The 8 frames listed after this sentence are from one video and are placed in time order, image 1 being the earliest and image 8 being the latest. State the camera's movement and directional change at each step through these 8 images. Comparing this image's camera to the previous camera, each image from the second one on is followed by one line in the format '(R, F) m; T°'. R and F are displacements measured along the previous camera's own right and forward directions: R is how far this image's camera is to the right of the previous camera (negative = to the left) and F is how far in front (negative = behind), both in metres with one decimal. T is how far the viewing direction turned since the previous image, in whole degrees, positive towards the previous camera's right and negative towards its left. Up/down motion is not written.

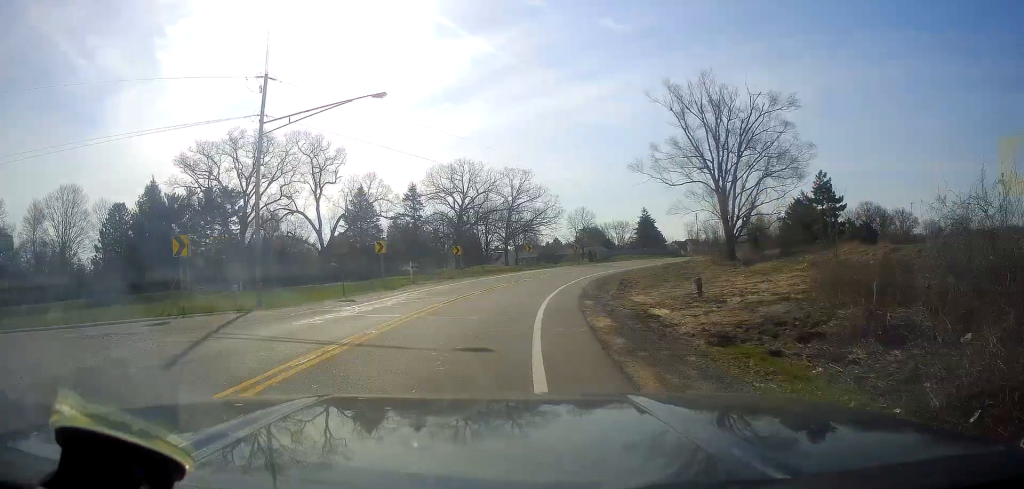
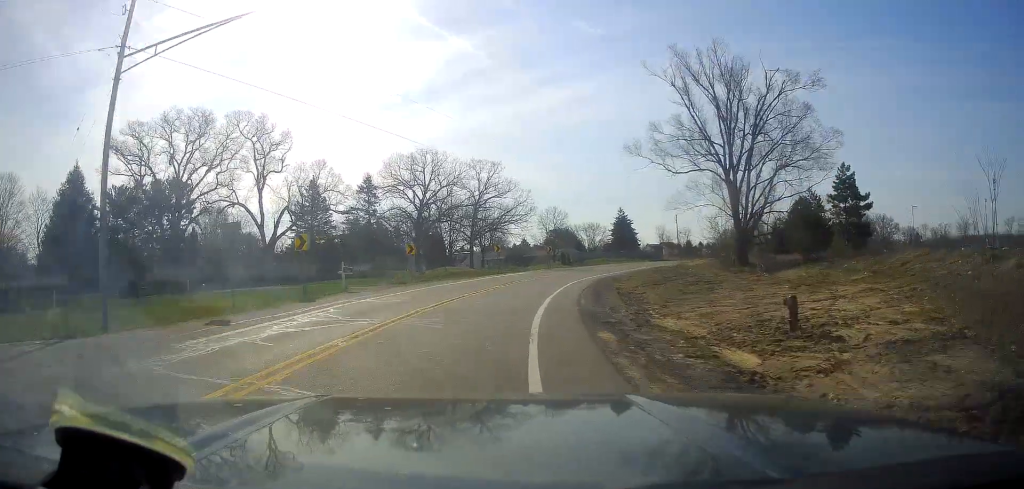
(+0.1, +9.5) m; +5°
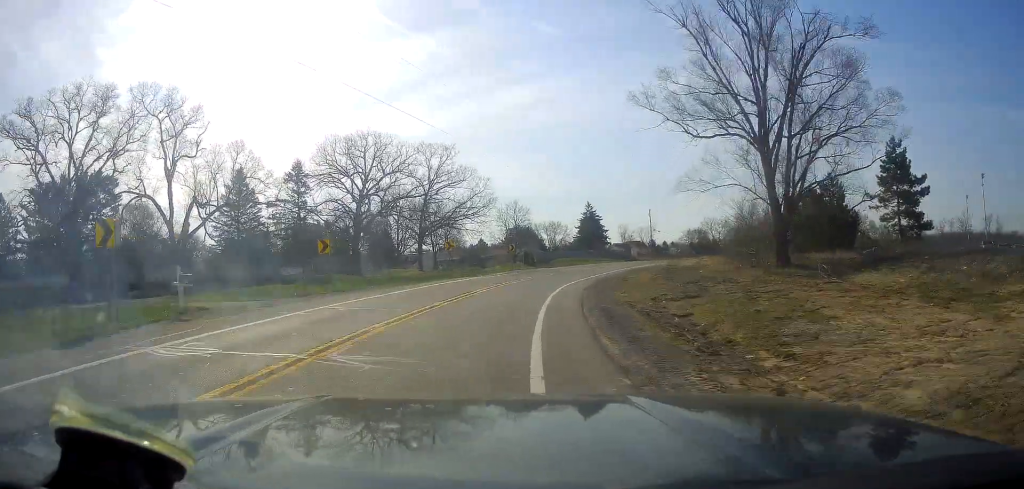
(+1.4, +12.4) m; +5°
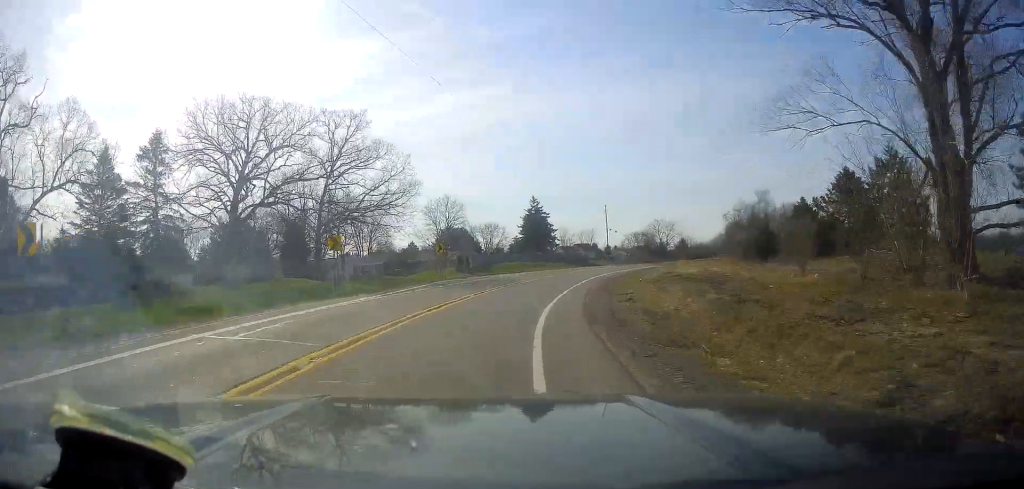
(+0.1, +18.5) m; +6°
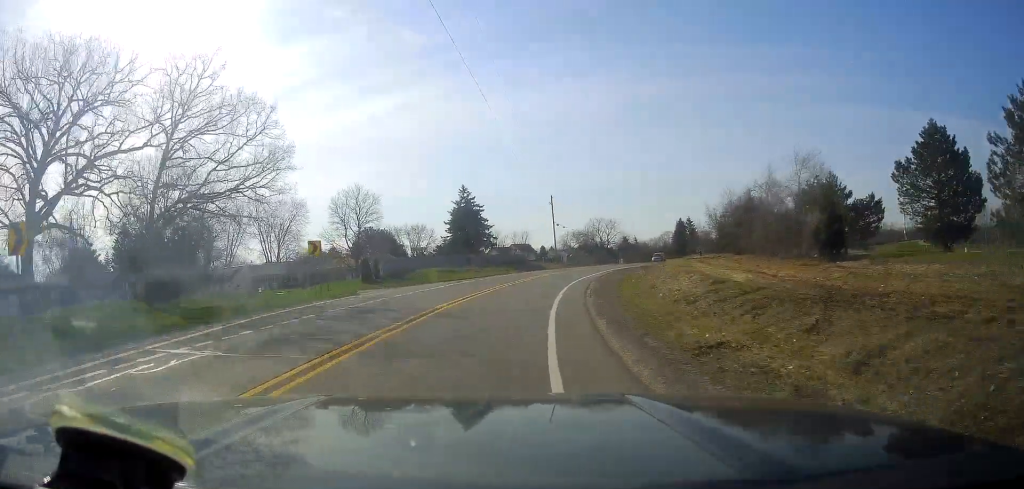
(+1.8, +19.2) m; +5°
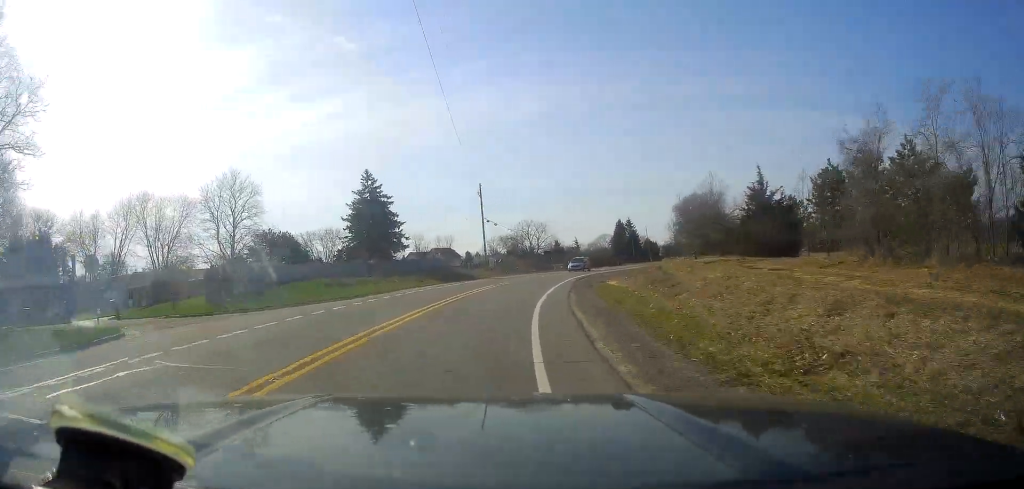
(-0.2, +19.4) m; +5°
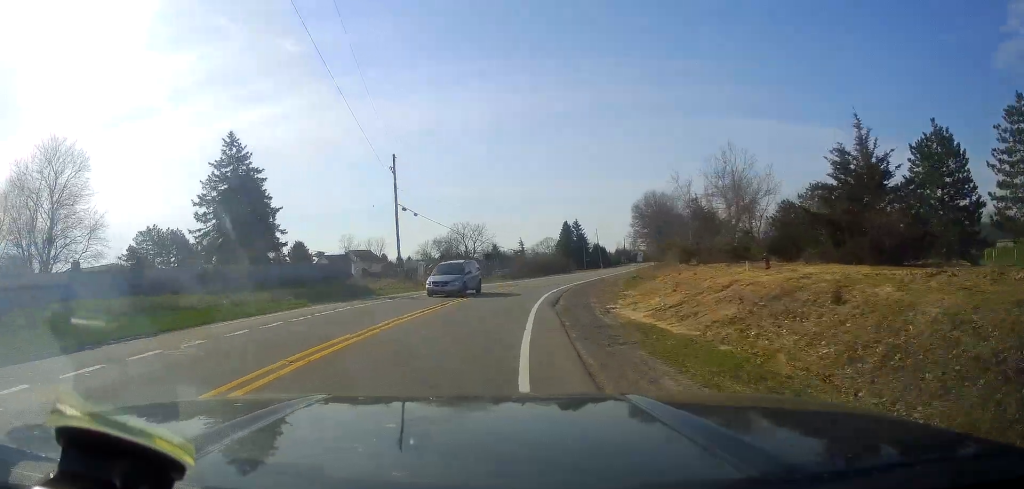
(+2.4, +21.2) m; +9°
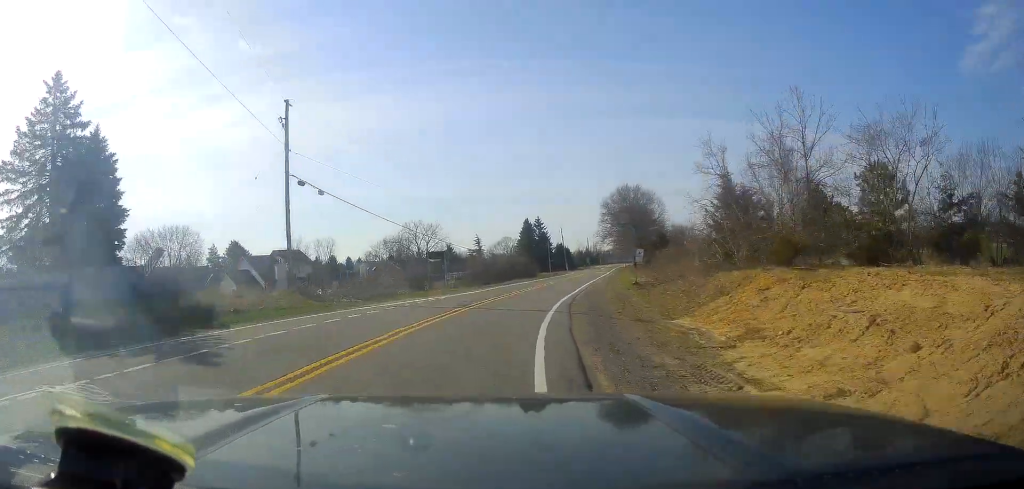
(+0.4, +16.6) m; +4°
